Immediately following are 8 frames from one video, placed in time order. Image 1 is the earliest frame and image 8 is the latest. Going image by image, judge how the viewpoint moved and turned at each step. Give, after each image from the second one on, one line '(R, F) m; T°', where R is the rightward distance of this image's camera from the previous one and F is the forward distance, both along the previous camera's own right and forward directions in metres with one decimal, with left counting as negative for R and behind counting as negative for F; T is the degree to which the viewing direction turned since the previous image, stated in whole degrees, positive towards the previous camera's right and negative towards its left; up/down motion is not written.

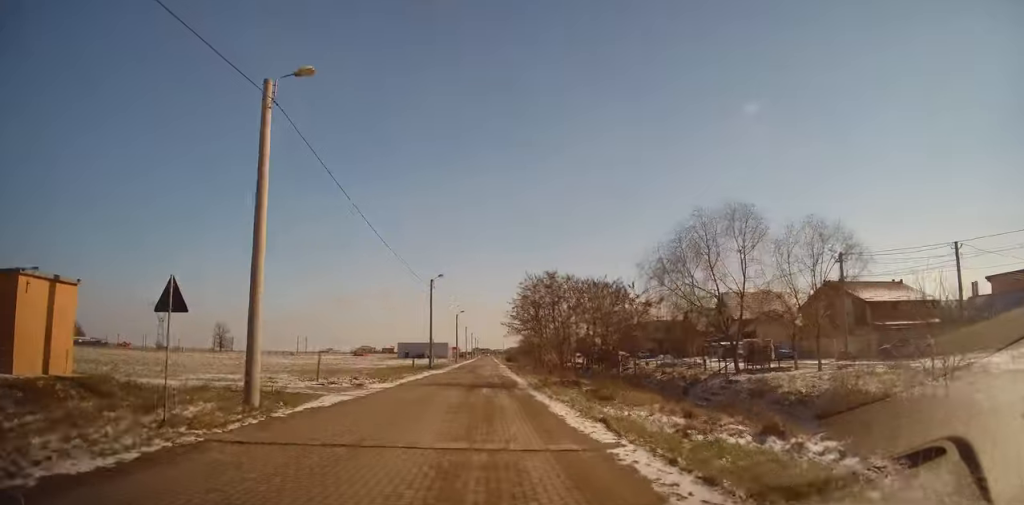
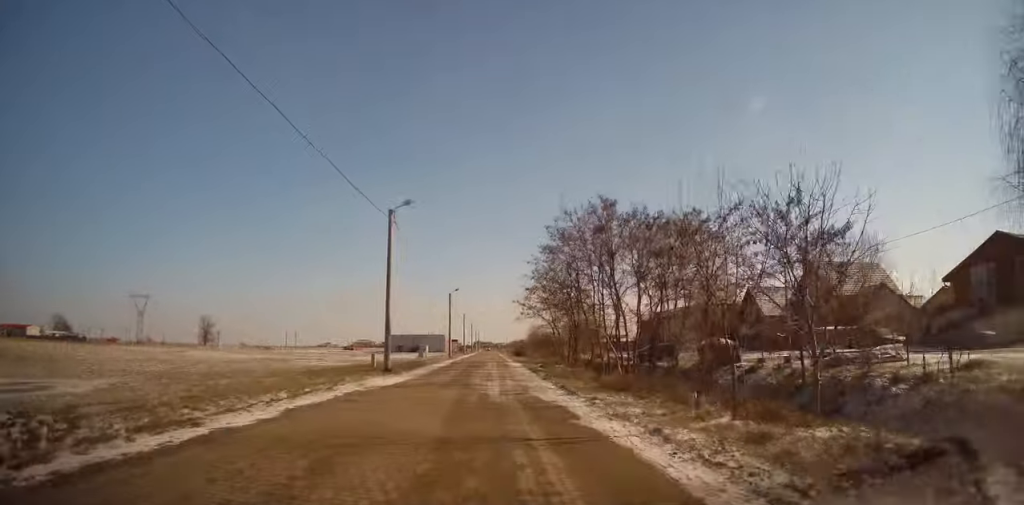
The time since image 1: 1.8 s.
(-0.4, +24.4) m; 0°
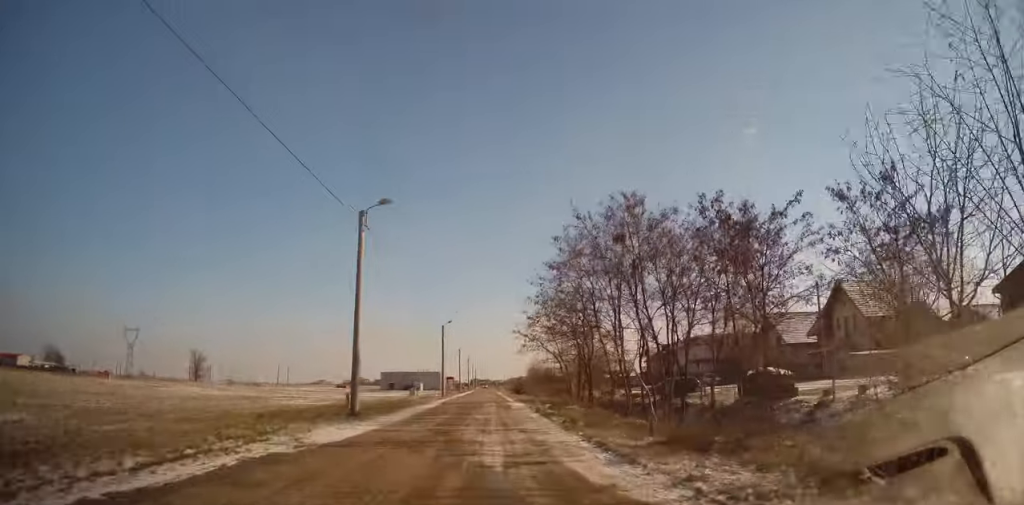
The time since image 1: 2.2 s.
(0.0, +6.0) m; +1°
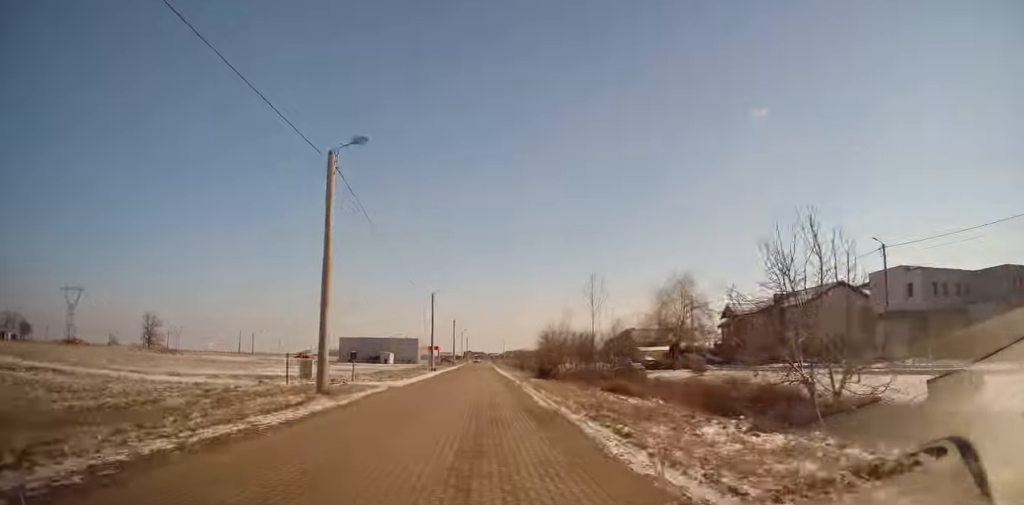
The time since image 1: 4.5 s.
(-0.1, +33.6) m; -1°
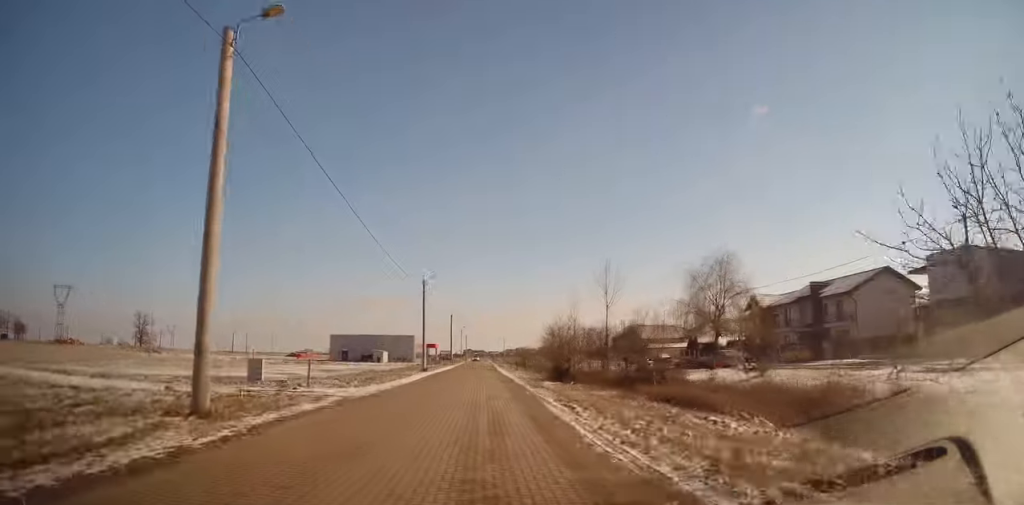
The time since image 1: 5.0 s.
(+0.3, +7.8) m; +1°
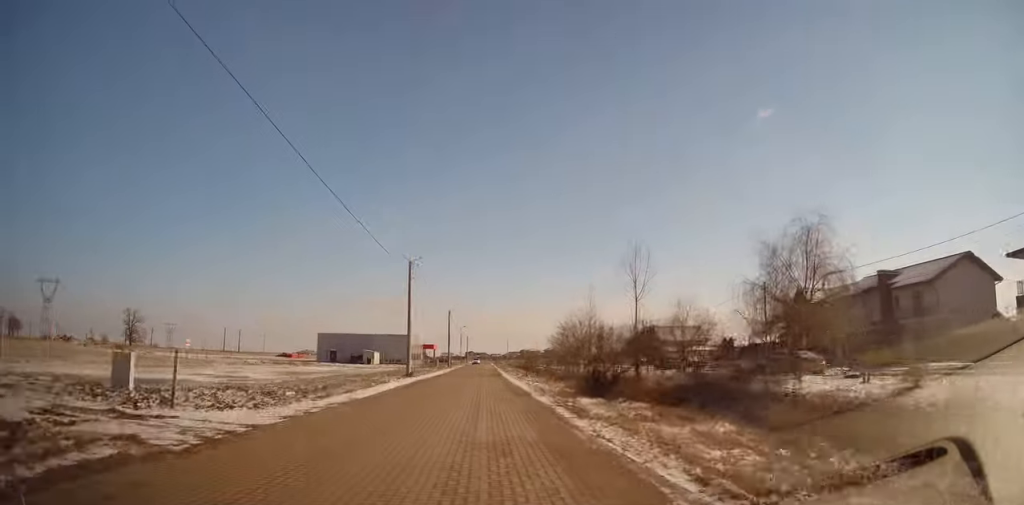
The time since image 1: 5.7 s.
(+0.2, +10.6) m; 0°
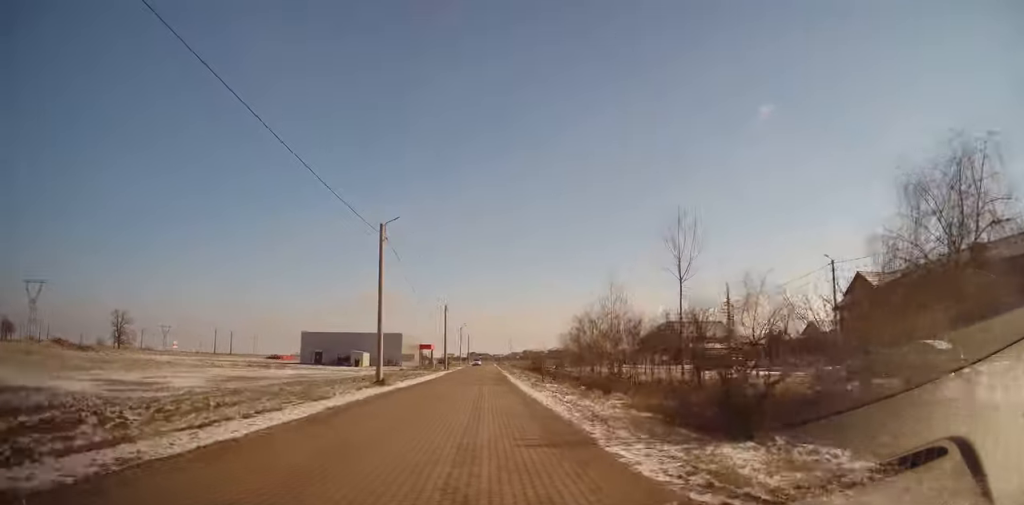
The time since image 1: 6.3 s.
(-0.1, +10.8) m; -1°
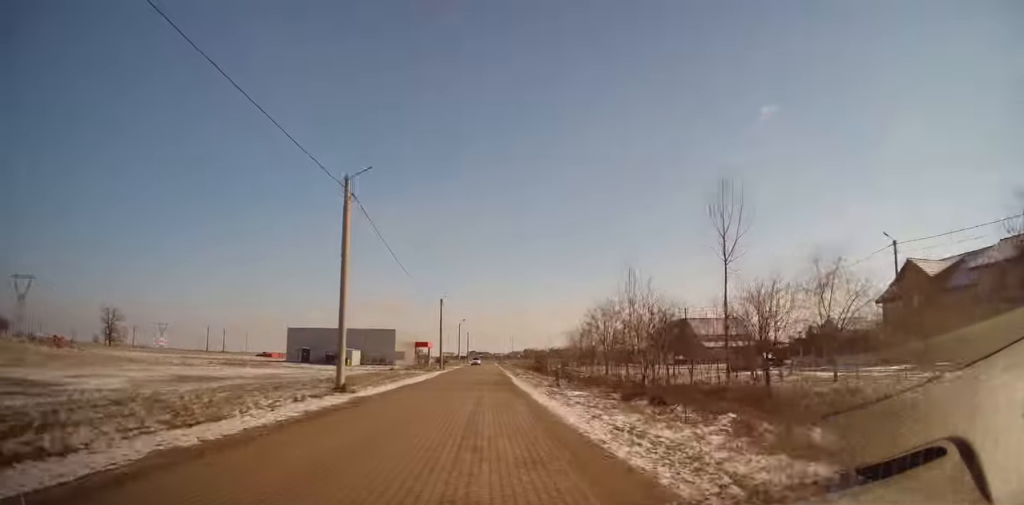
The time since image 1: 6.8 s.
(0.0, +7.2) m; 0°
